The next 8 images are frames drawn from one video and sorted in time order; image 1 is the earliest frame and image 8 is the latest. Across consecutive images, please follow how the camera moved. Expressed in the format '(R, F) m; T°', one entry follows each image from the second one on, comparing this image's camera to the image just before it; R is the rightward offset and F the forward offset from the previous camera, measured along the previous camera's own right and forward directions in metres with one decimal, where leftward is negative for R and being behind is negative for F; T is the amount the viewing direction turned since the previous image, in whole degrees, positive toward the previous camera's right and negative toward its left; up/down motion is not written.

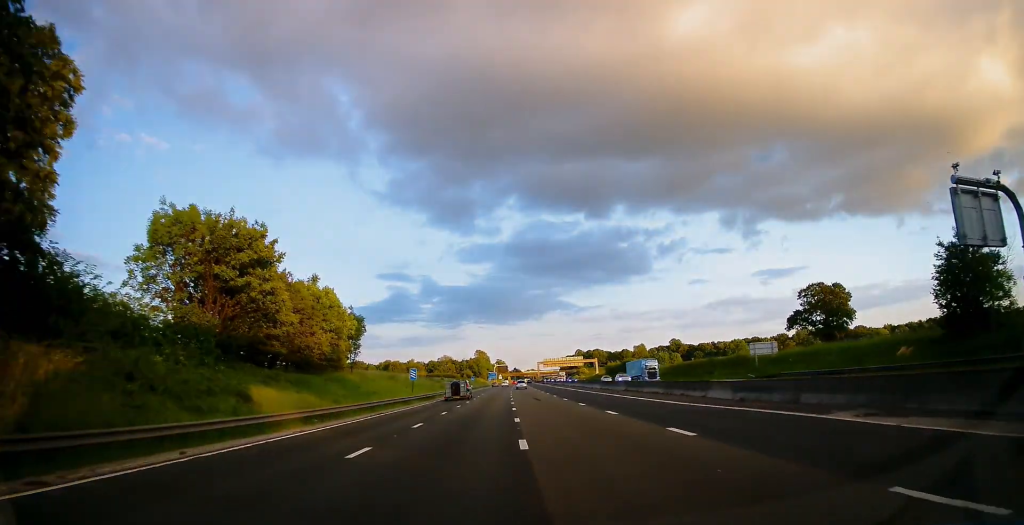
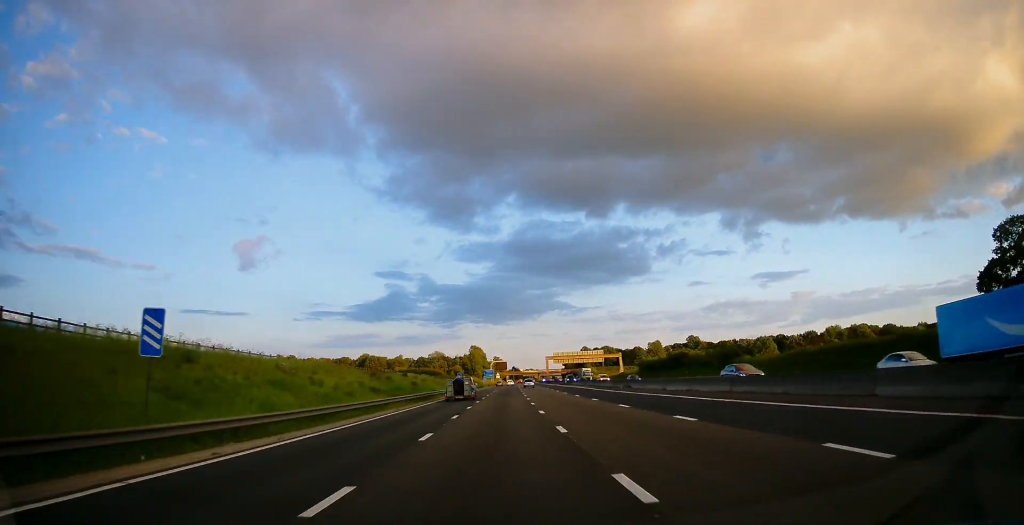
(+0.4, +49.0) m; 0°
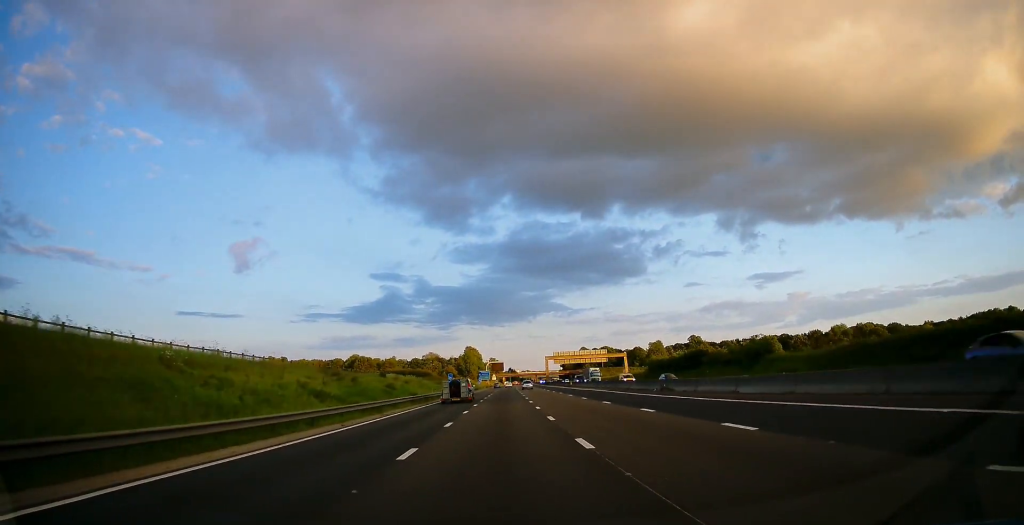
(0.0, +13.1) m; 0°
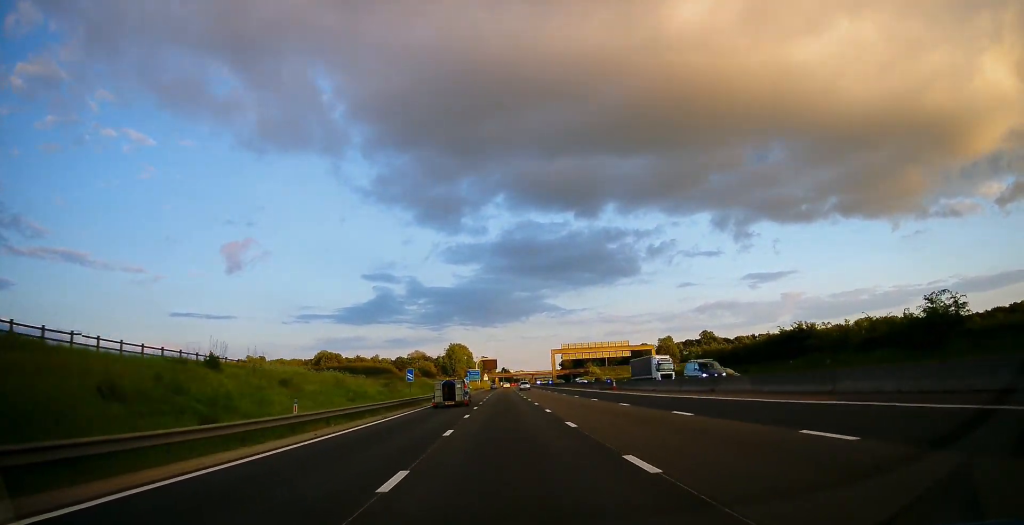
(0.0, +38.4) m; +1°
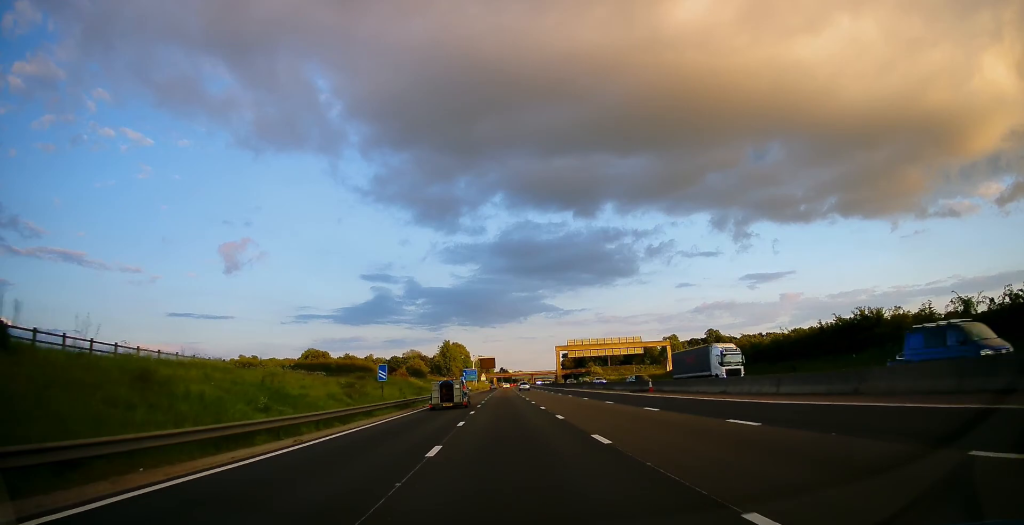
(+0.1, +12.9) m; 0°
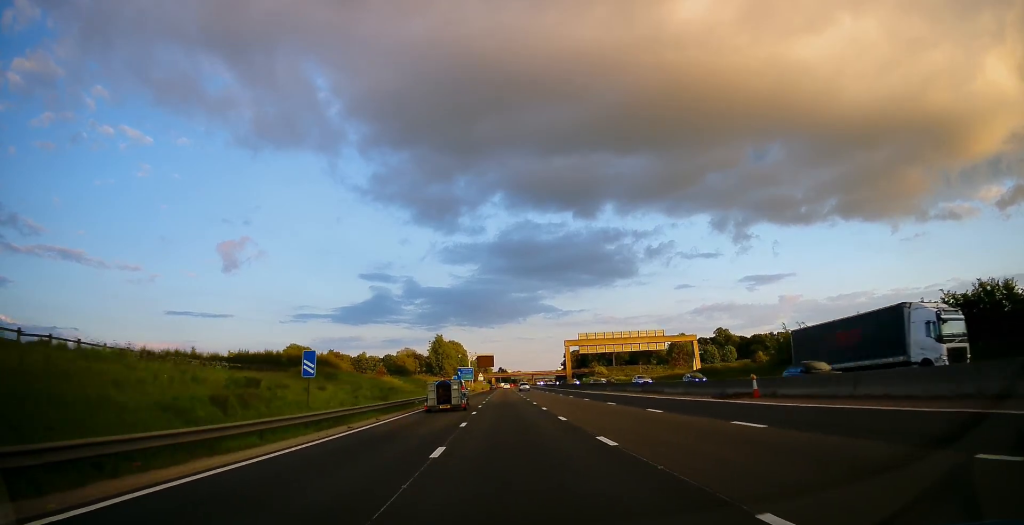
(+0.1, +17.6) m; 0°
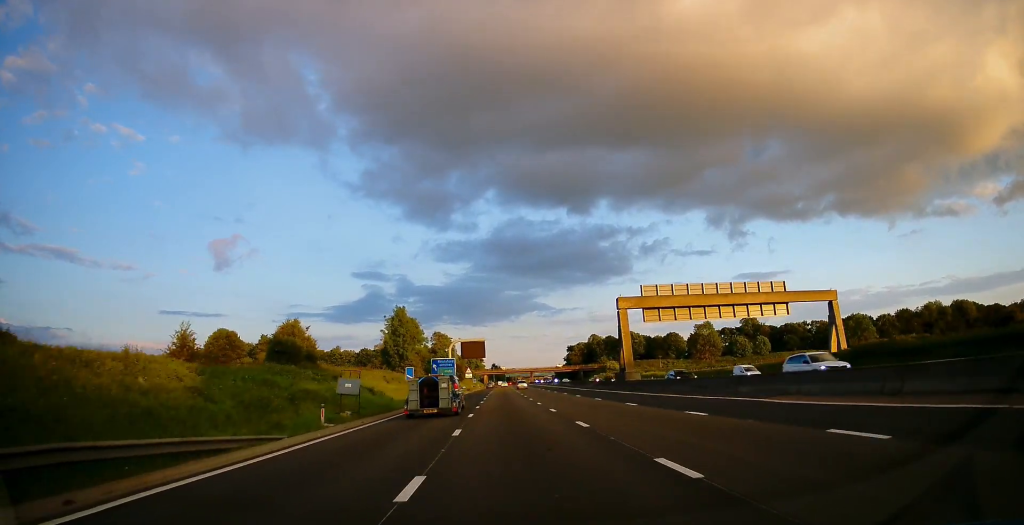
(+0.1, +49.0) m; +1°
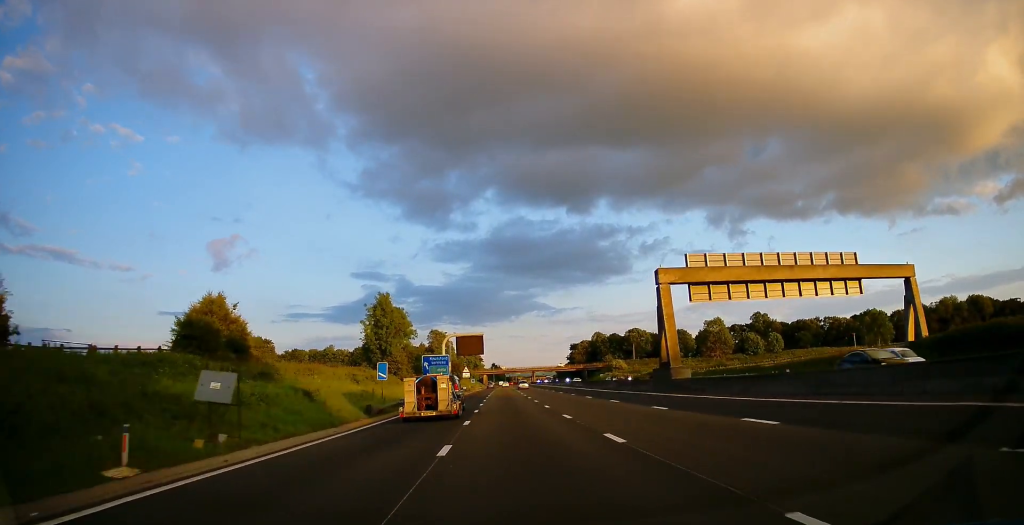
(+0.1, +13.3) m; 0°
